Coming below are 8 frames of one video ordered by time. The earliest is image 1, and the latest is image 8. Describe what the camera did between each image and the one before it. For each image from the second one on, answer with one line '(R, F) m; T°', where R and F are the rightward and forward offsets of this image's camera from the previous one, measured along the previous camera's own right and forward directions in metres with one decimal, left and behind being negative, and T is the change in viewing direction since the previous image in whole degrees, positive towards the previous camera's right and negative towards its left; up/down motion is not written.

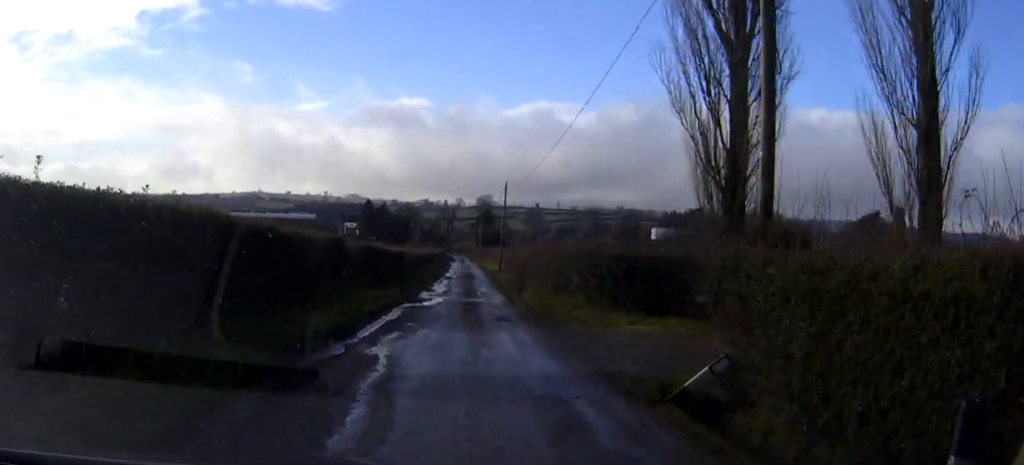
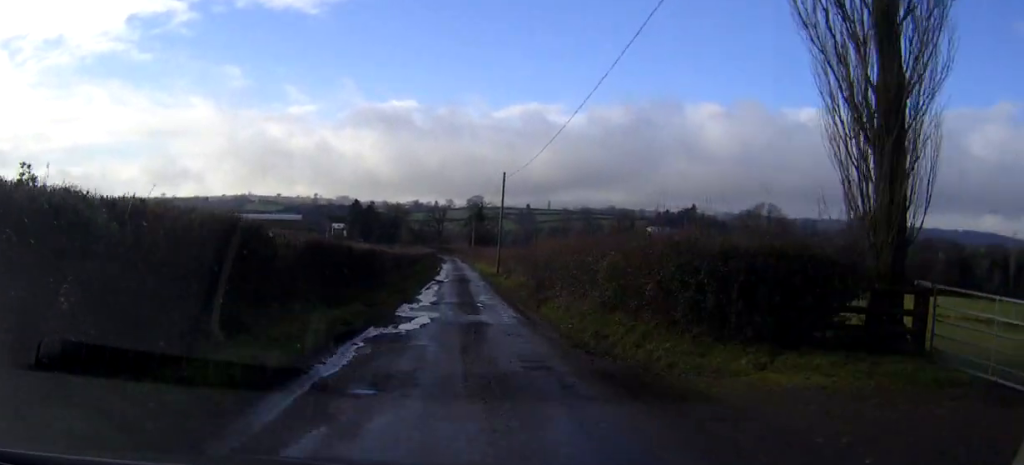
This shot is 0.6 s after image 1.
(0.0, +7.6) m; 0°
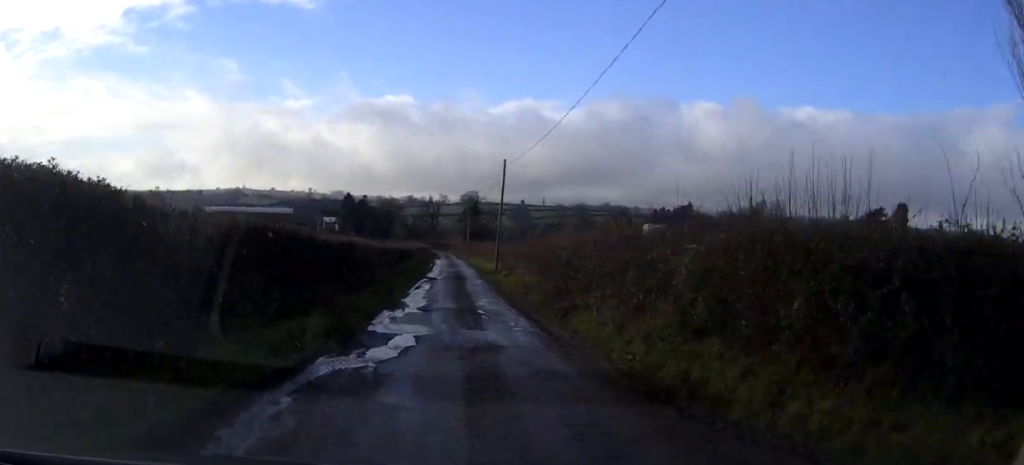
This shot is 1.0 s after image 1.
(0.0, +5.1) m; 0°
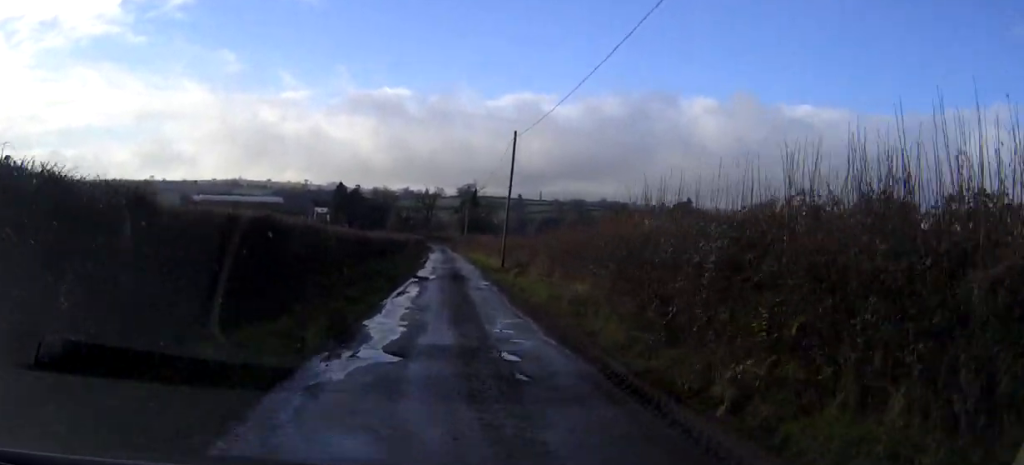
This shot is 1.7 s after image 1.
(0.0, +8.9) m; 0°
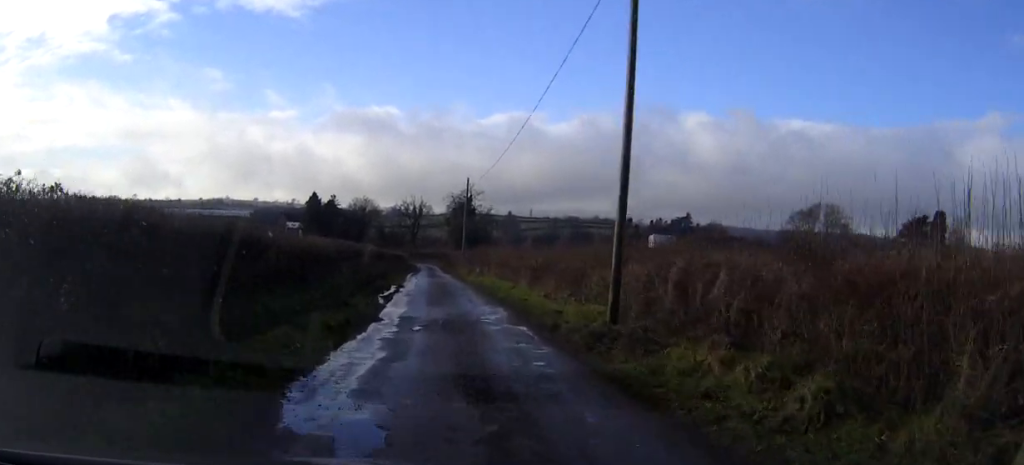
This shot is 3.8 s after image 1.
(+0.2, +26.7) m; +1°
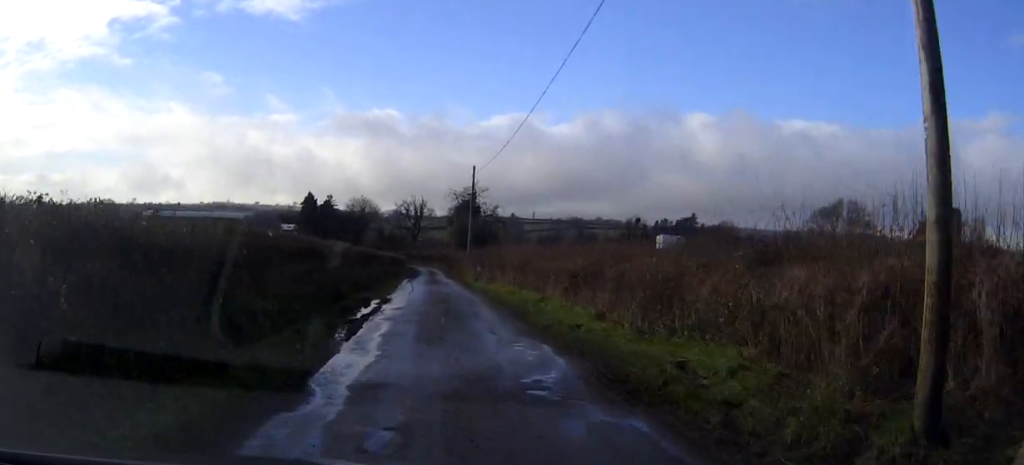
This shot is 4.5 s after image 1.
(0.0, +8.6) m; 0°
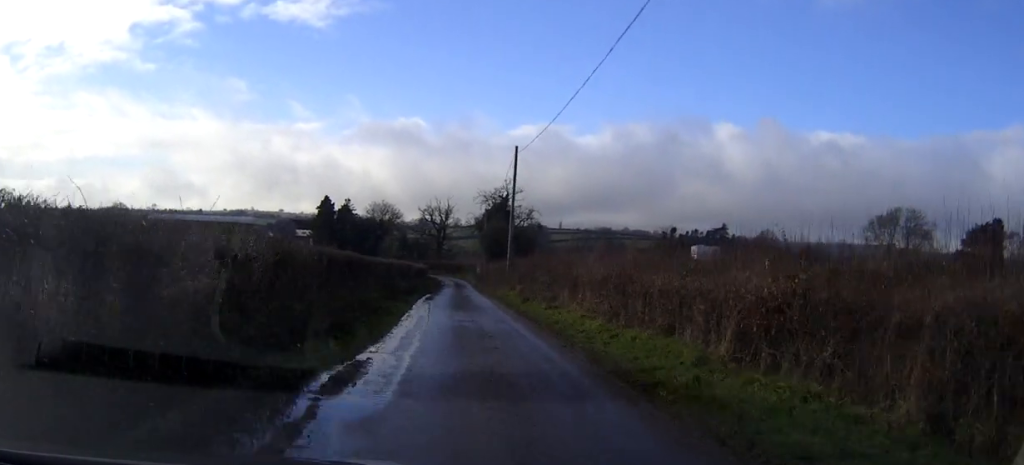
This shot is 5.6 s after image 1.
(0.0, +12.8) m; 0°
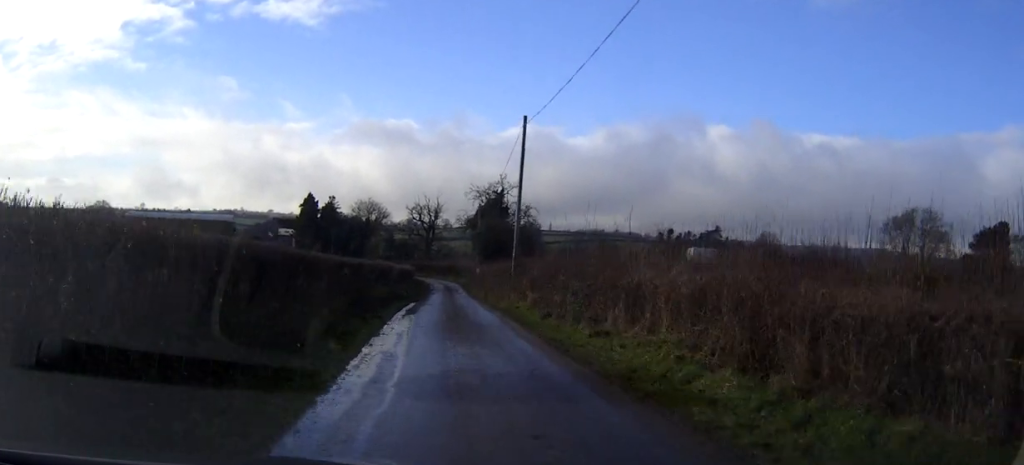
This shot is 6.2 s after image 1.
(0.0, +8.2) m; 0°
